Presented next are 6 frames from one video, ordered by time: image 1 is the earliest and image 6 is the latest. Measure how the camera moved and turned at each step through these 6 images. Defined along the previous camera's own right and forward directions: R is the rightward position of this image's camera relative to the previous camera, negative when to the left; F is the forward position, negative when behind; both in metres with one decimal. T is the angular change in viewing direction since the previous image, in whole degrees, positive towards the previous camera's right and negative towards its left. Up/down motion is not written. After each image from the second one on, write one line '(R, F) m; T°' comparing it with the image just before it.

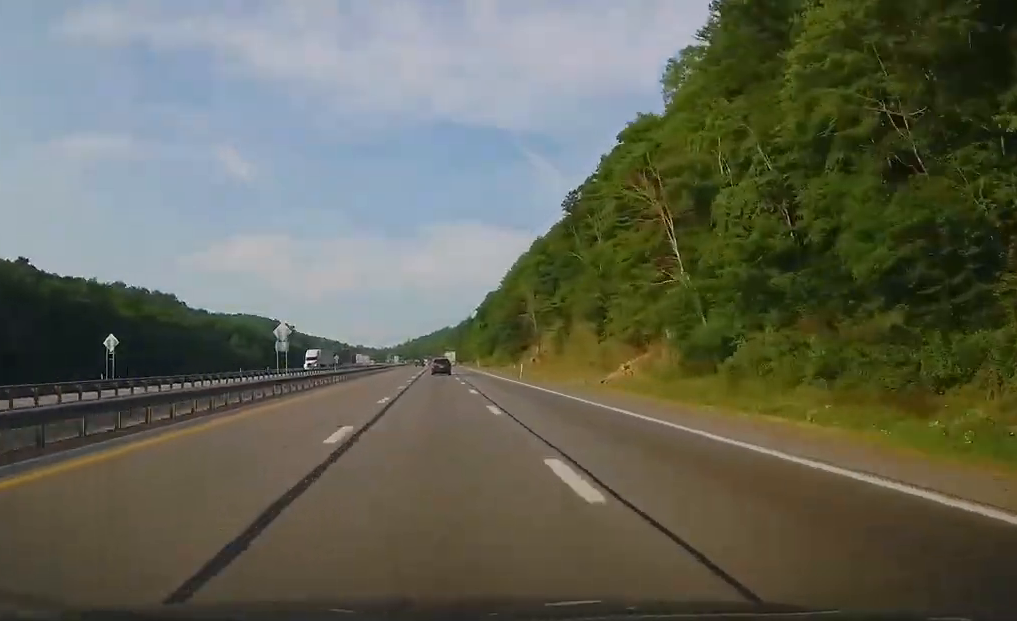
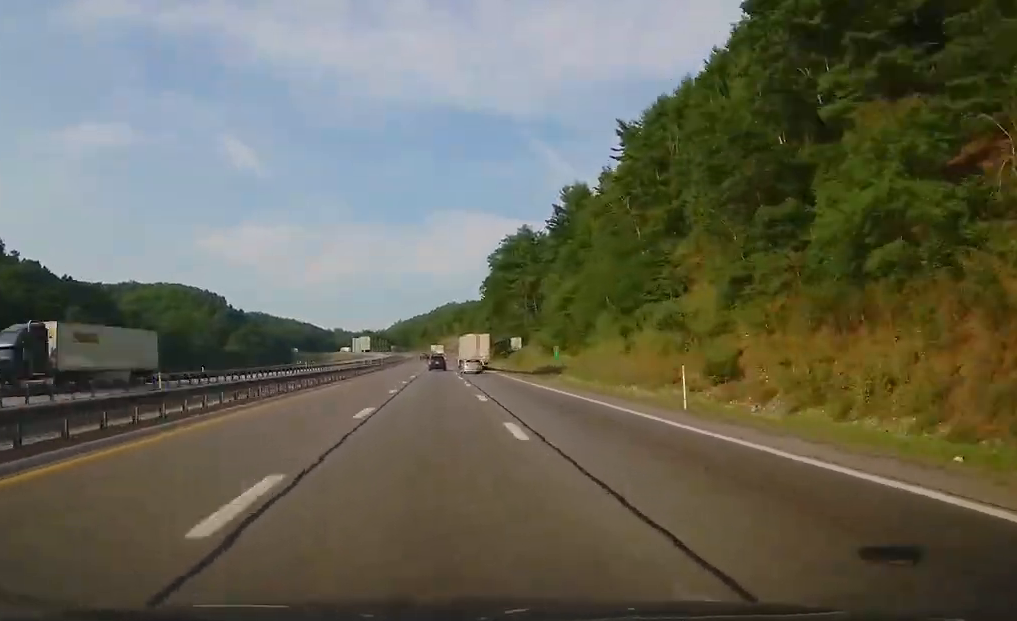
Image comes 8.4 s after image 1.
(-1.0, +282.9) m; -1°
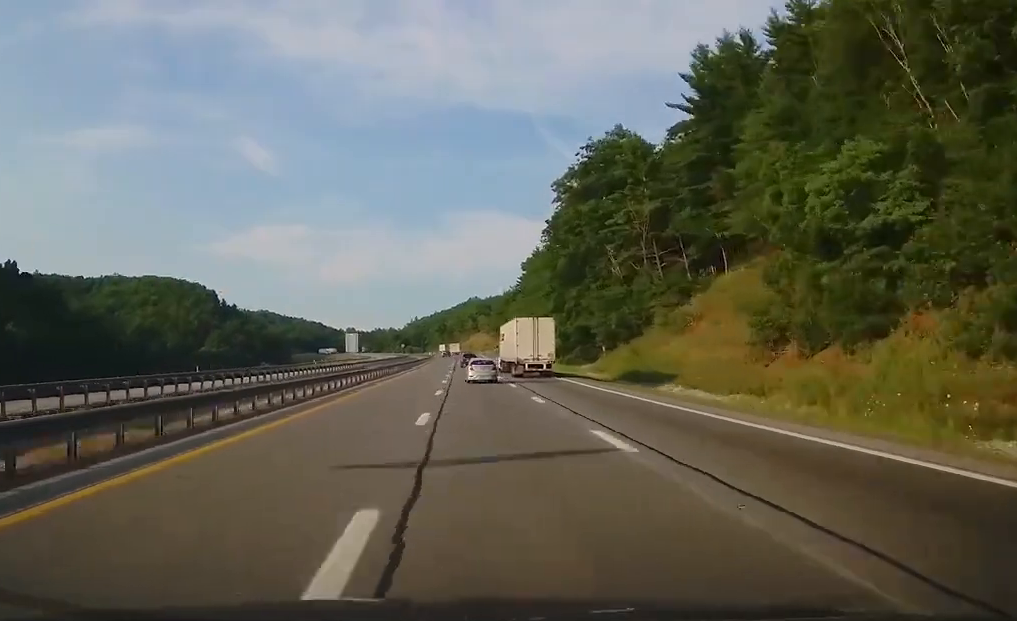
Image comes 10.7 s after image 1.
(-0.4, +75.4) m; -1°
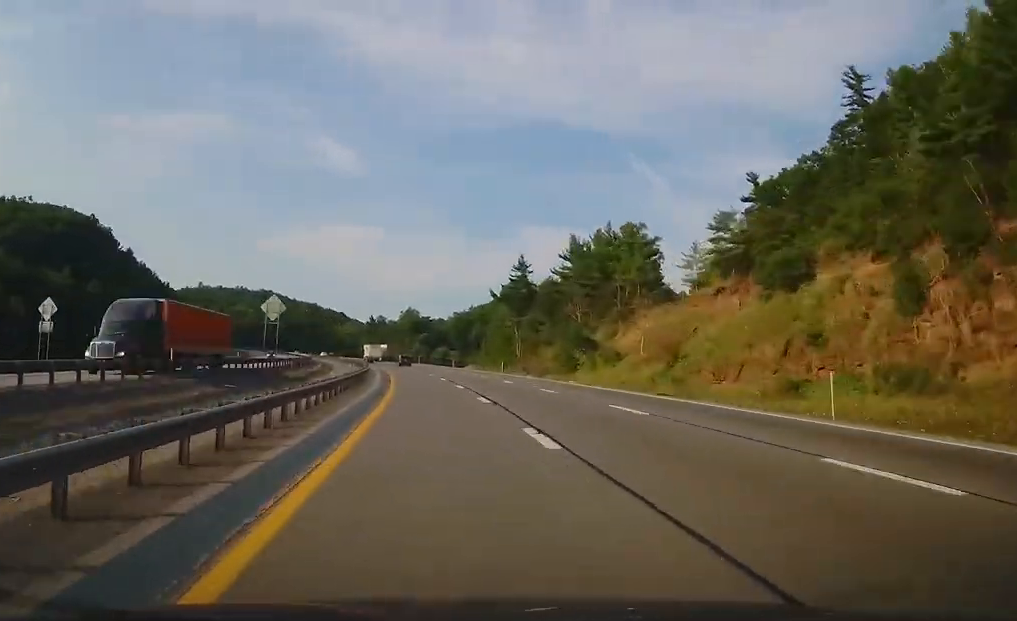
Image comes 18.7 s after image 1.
(-17.0, +265.0) m; -9°
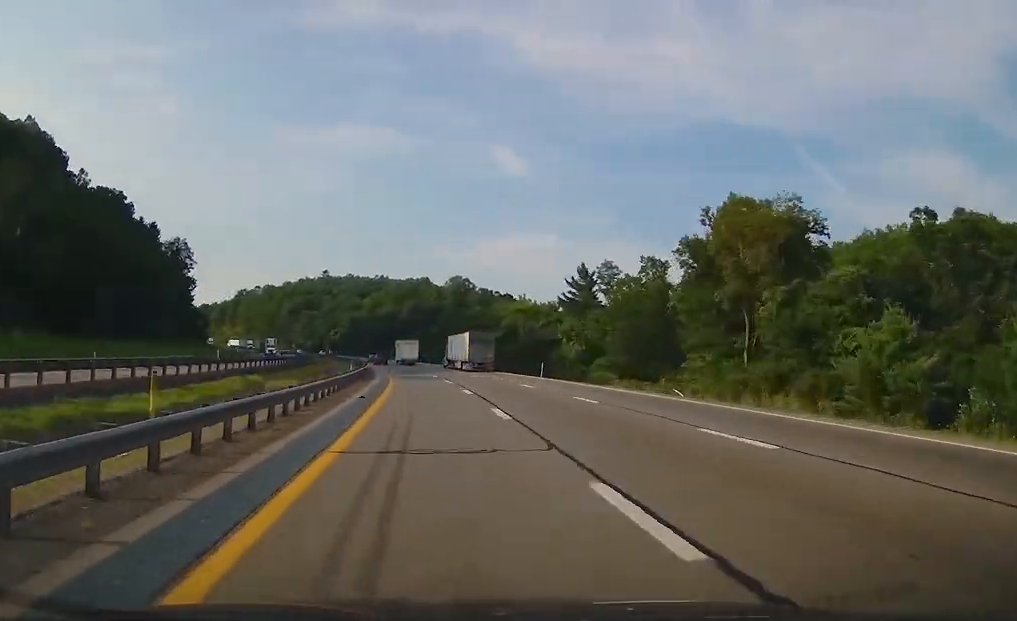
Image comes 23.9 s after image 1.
(-18.0, +172.5) m; -15°
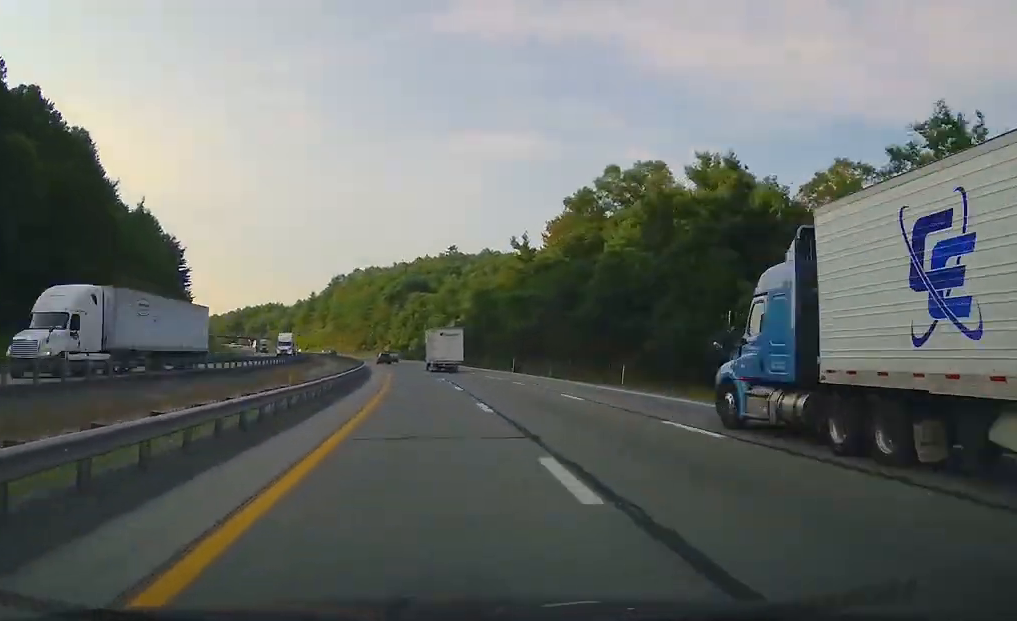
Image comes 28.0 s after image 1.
(-16.7, +139.2) m; -12°
